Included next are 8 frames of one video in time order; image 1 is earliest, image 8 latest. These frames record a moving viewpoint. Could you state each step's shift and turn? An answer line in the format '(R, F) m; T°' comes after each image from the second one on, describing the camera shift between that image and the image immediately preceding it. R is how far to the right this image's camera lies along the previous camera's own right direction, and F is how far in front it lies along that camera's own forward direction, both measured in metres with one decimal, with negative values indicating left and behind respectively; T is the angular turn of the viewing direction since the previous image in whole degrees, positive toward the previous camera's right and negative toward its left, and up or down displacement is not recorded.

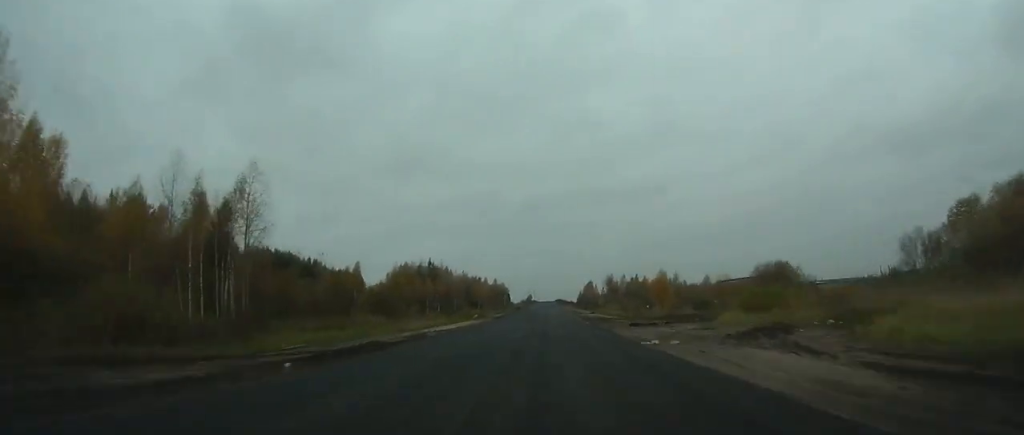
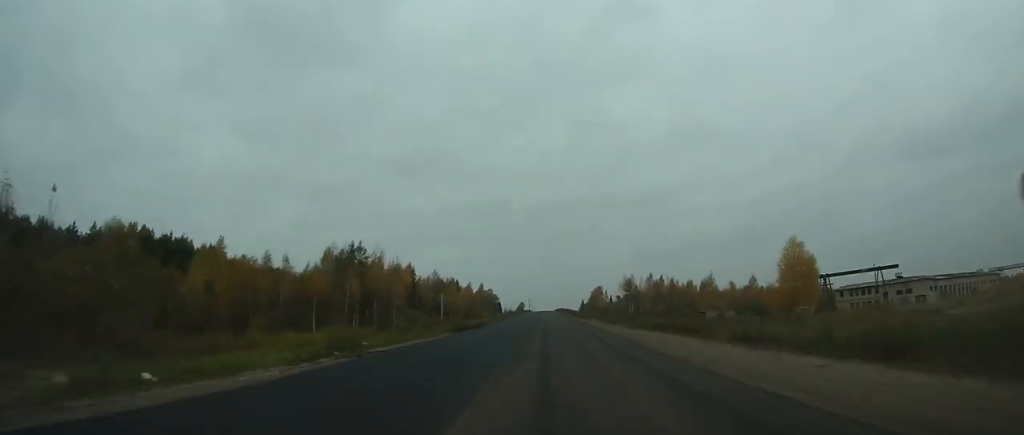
(+0.3, +71.2) m; 0°
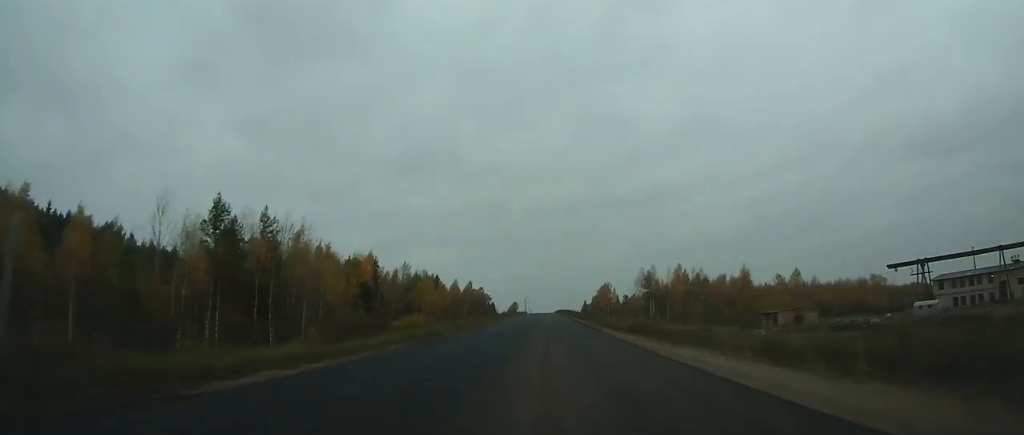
(+0.1, +41.2) m; 0°
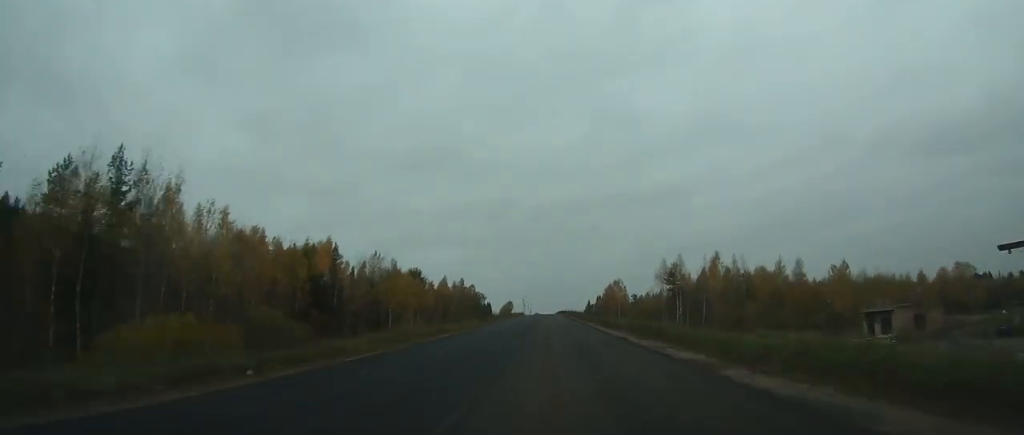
(-0.1, +30.6) m; 0°
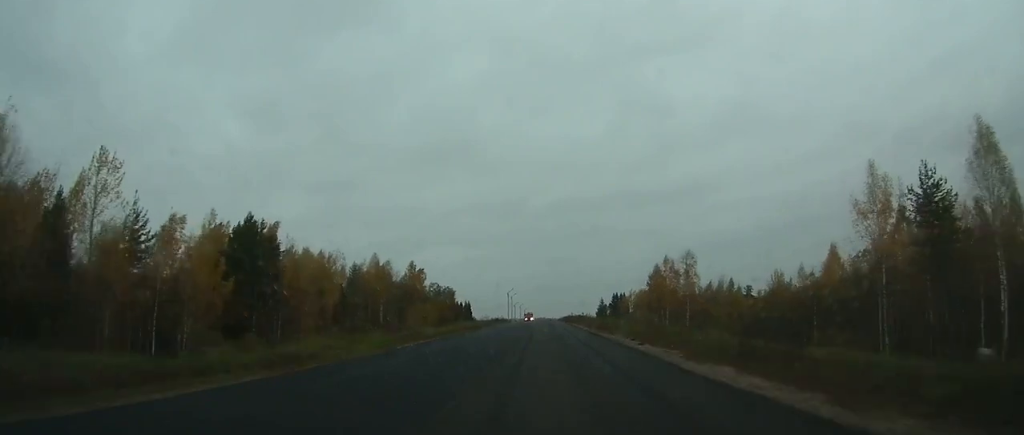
(+0.3, +99.4) m; 0°
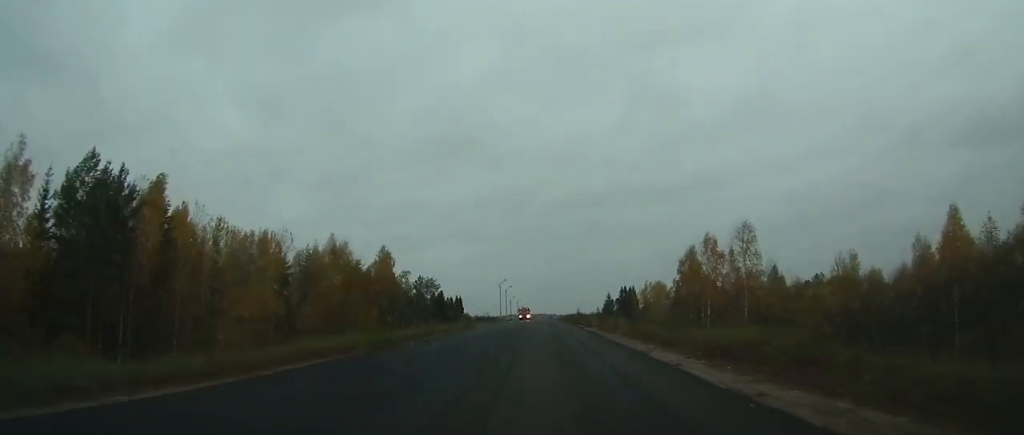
(0.0, +29.8) m; 0°
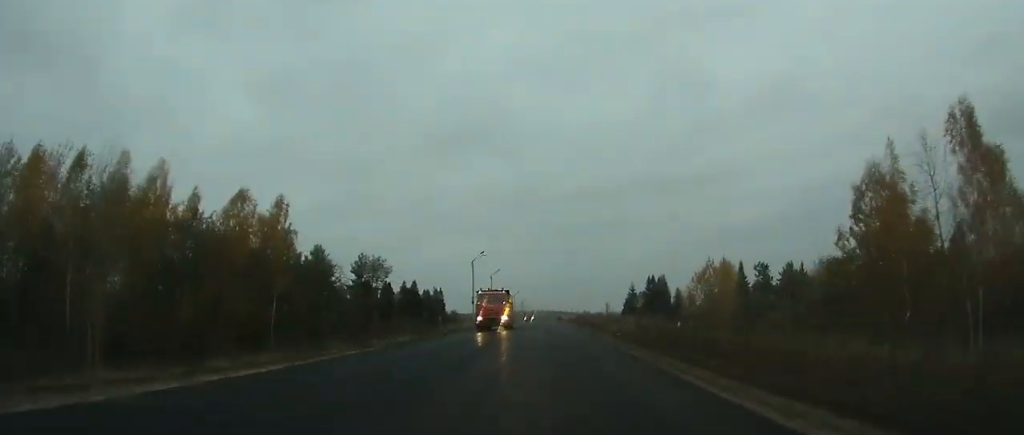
(-0.2, +56.2) m; 0°
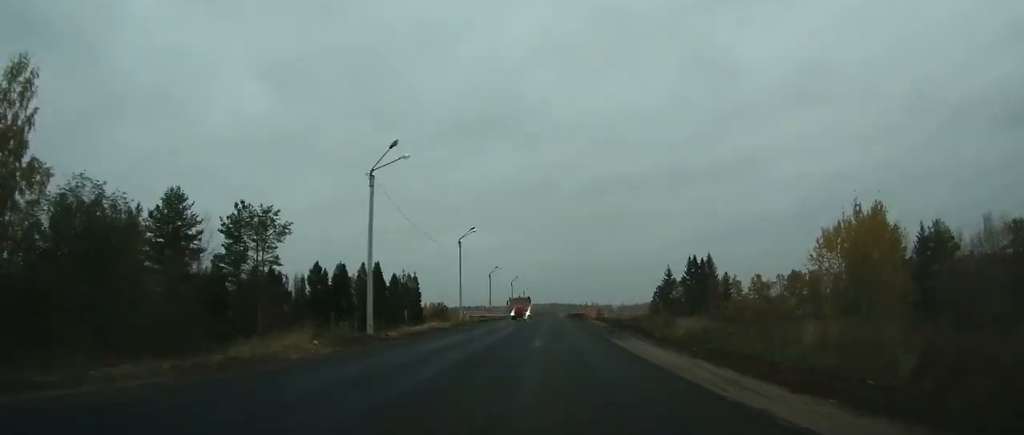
(-0.2, +46.6) m; 0°
